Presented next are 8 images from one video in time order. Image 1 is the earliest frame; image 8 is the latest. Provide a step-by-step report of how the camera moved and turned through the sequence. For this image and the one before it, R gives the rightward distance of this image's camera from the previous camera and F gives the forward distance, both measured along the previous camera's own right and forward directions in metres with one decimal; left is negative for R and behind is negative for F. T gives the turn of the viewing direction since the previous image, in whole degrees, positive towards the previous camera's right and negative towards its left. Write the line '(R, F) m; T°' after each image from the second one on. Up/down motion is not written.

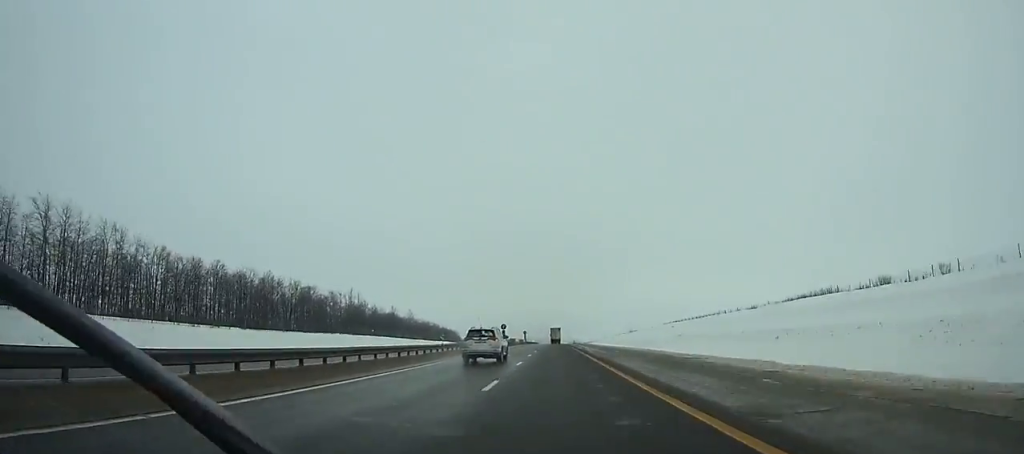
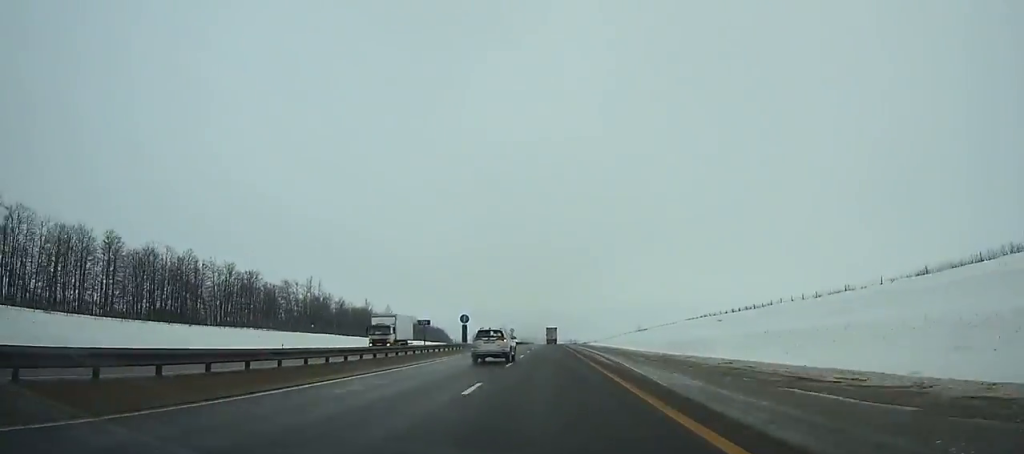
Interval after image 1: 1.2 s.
(-0.1, +36.5) m; 0°
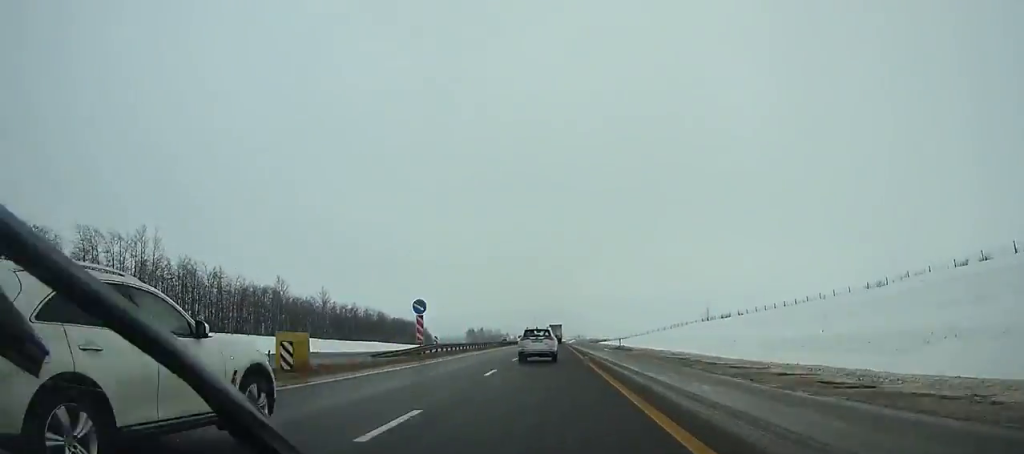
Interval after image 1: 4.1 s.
(0.0, +88.0) m; 0°
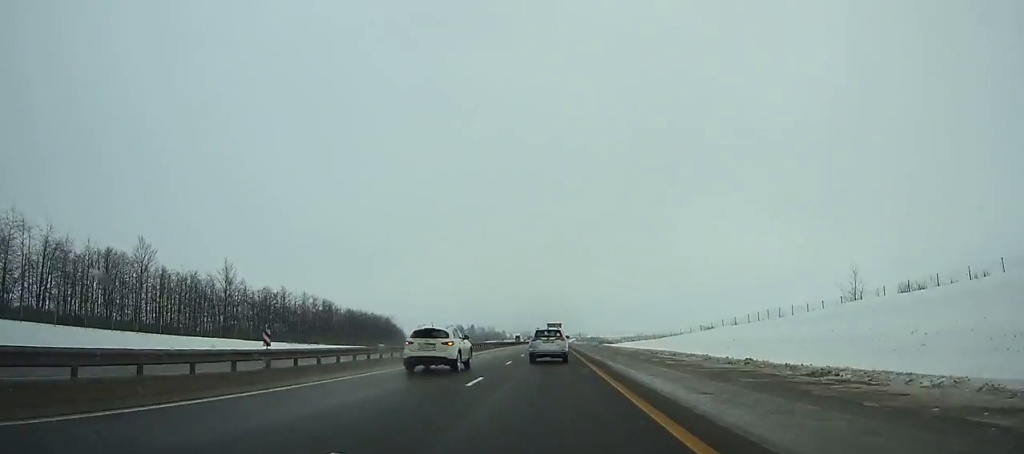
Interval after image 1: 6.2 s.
(-0.1, +63.5) m; 0°
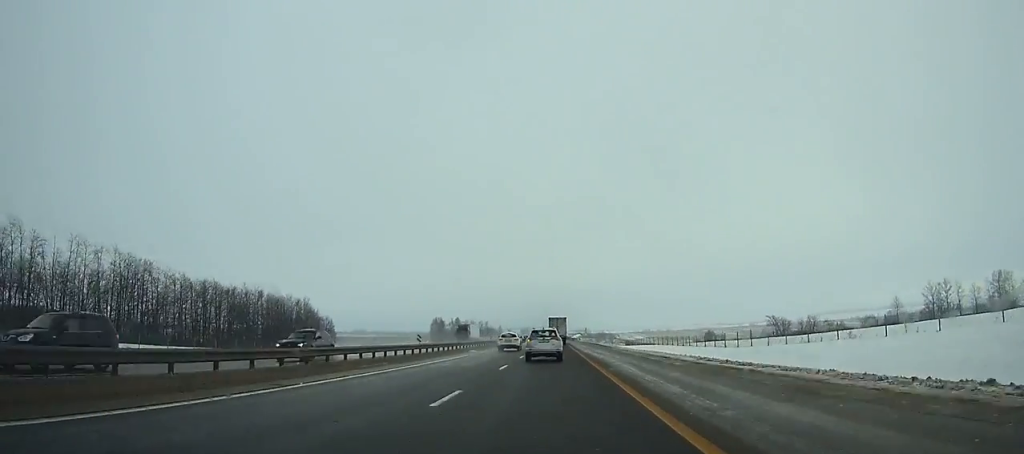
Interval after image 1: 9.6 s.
(-0.4, +102.9) m; -1°
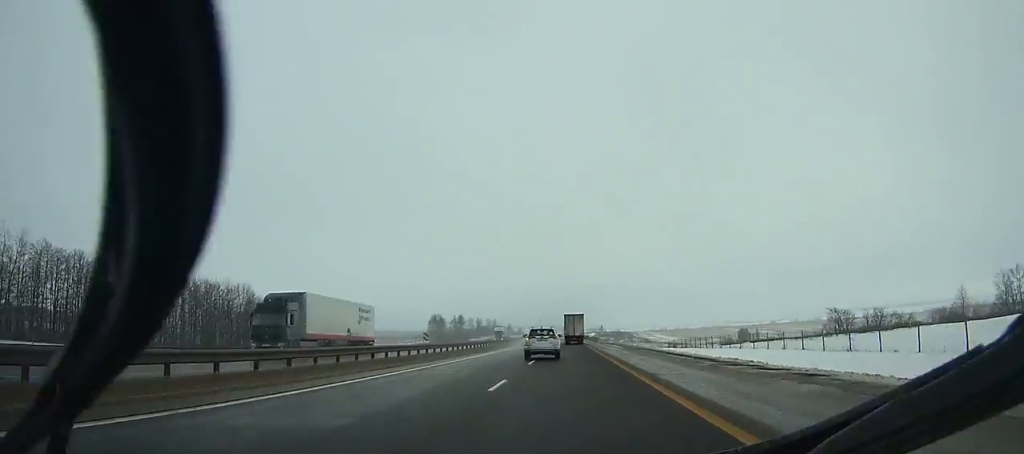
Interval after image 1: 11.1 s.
(-0.2, +45.9) m; 0°
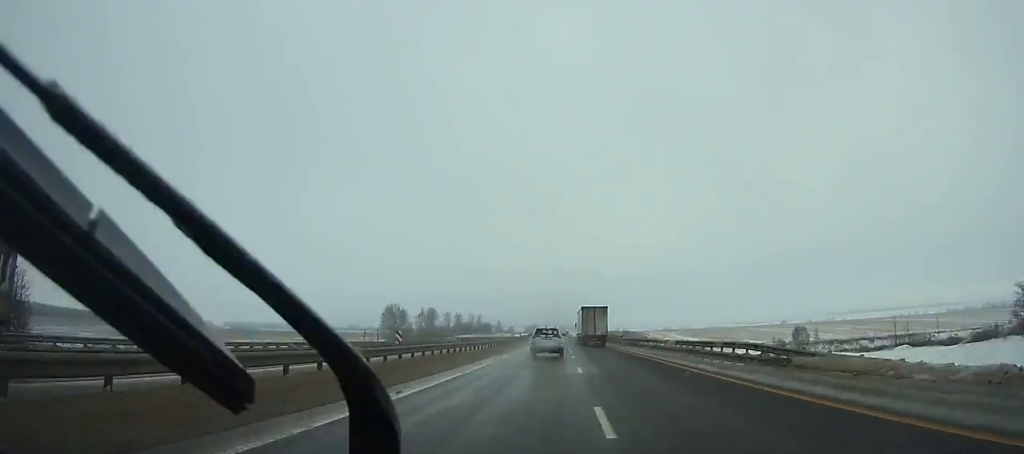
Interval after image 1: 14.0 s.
(-0.1, +89.2) m; 0°
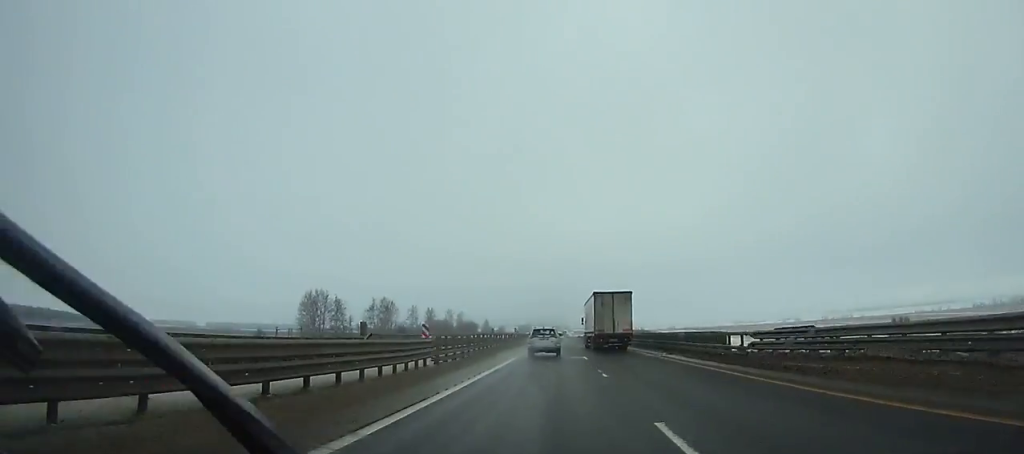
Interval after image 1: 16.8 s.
(+0.6, +87.4) m; 0°
